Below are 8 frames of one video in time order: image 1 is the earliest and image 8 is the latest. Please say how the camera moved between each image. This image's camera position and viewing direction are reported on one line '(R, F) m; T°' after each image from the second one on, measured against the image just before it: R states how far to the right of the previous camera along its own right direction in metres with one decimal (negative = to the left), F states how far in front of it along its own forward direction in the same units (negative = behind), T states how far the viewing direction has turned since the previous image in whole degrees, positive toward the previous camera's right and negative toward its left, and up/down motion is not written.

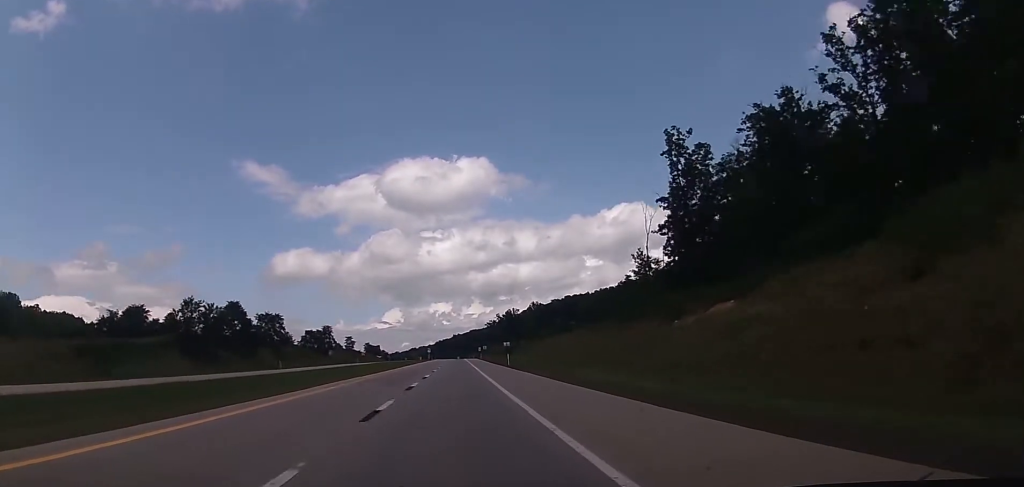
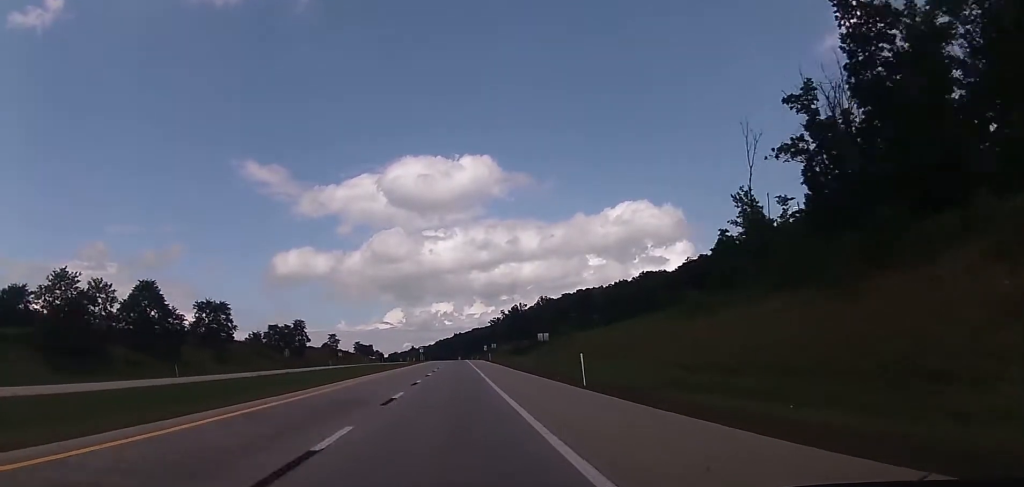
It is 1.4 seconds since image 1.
(-0.1, +44.8) m; -1°
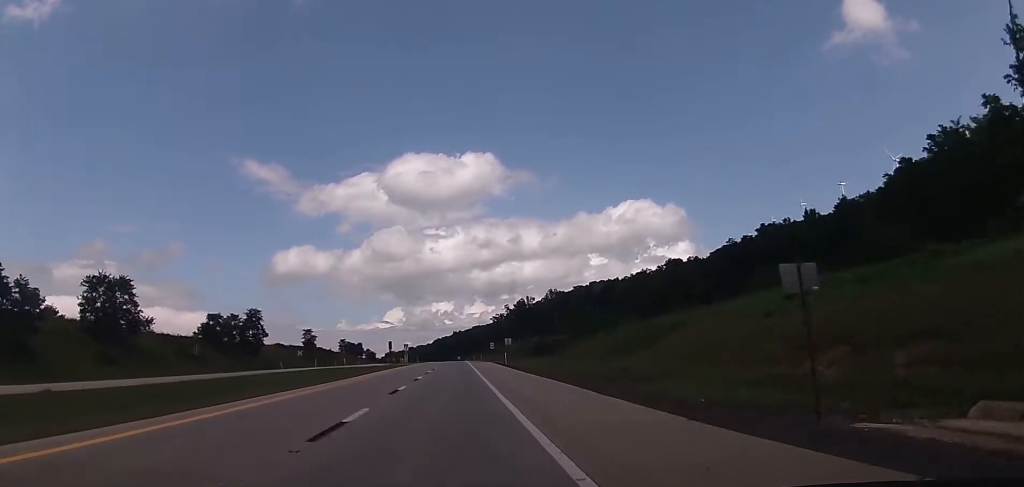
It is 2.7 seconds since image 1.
(-0.2, +45.0) m; 0°
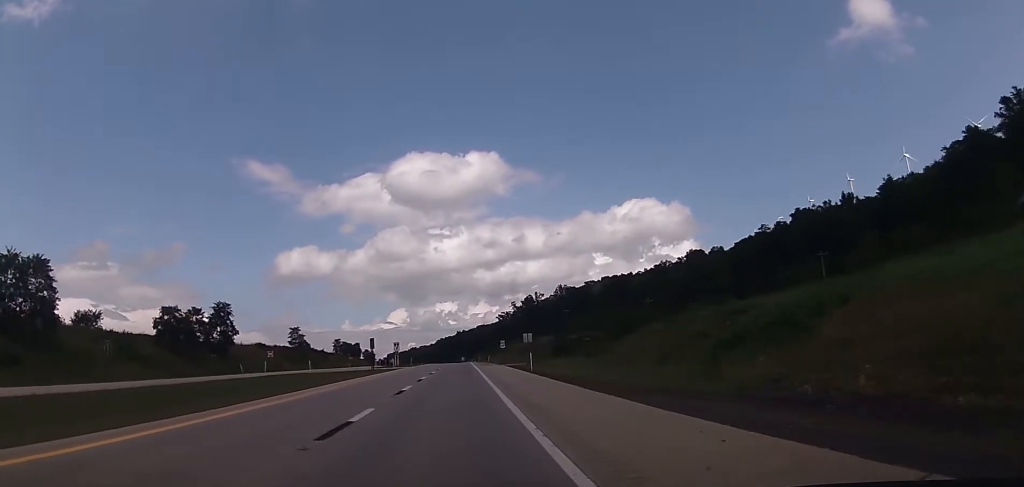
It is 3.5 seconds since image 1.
(0.0, +24.1) m; 0°
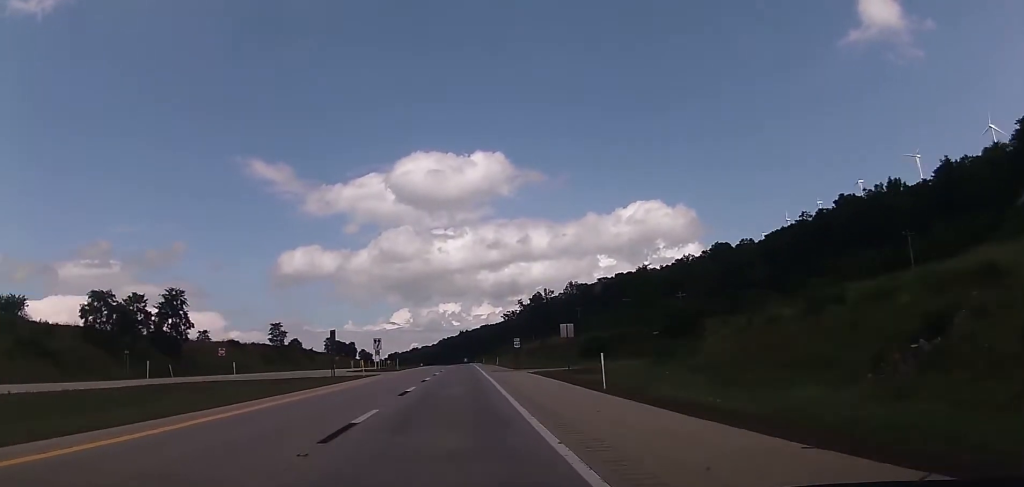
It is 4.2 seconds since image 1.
(+0.1, +25.1) m; 0°
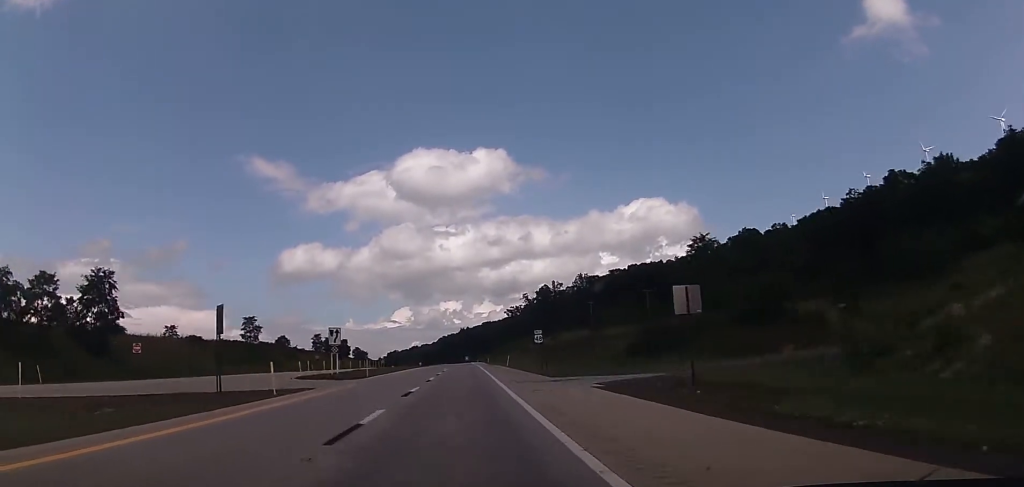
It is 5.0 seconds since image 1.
(0.0, +25.1) m; 0°
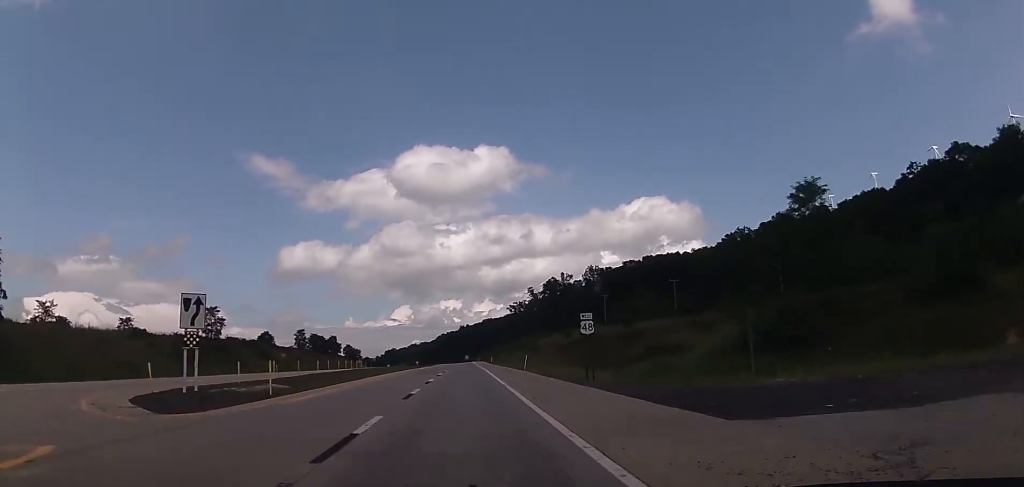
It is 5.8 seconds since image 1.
(-0.1, +26.2) m; 0°
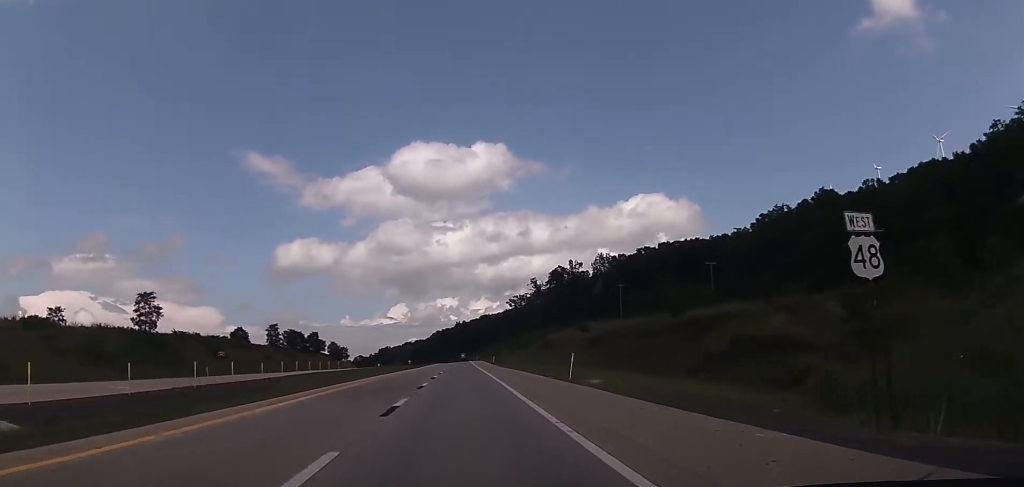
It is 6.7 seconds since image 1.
(-0.2, +29.6) m; +1°
